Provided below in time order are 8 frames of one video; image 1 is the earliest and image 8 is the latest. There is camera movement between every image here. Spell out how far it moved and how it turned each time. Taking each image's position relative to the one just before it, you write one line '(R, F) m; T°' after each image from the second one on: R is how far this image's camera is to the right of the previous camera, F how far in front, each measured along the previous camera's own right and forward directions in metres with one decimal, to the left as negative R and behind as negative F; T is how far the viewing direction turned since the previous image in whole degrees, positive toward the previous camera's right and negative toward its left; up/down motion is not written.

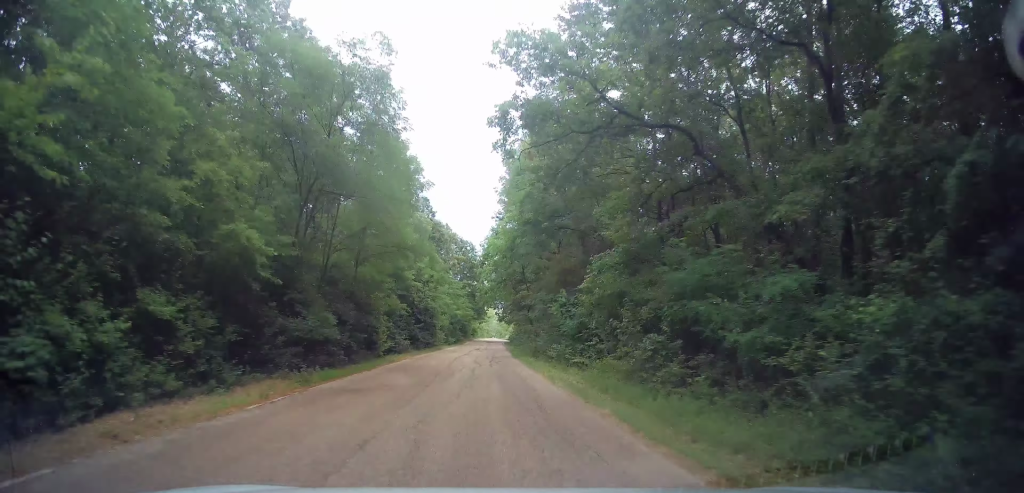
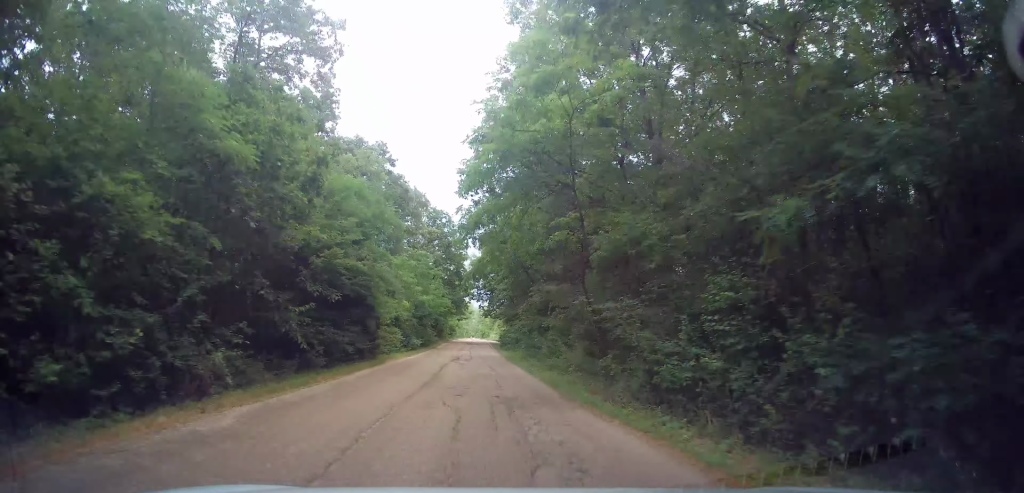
(0.0, +21.3) m; 0°
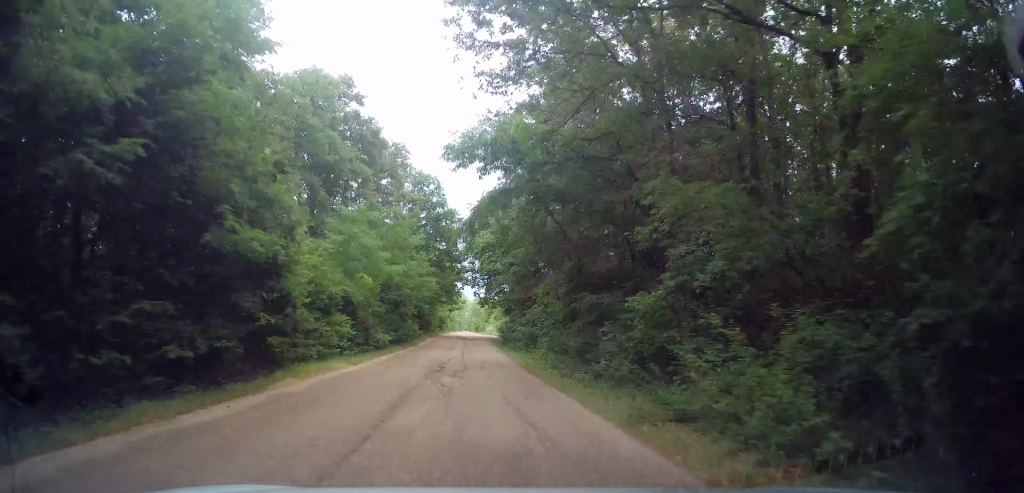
(0.0, +12.6) m; 0°
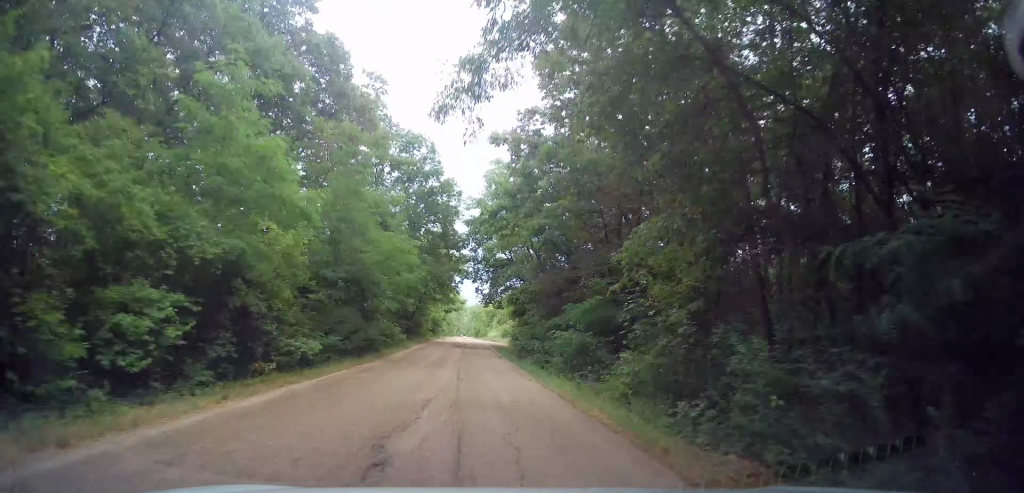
(0.0, +12.6) m; +1°
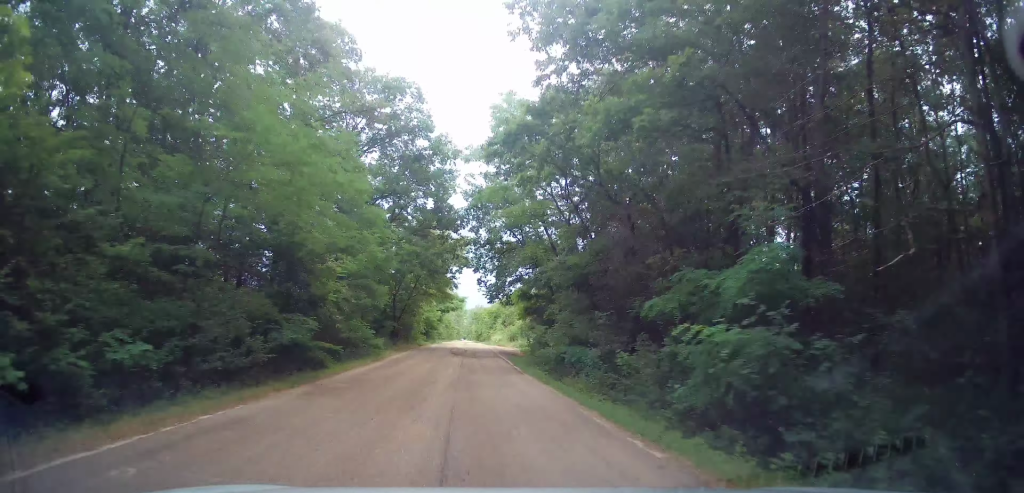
(+0.1, +10.2) m; +1°
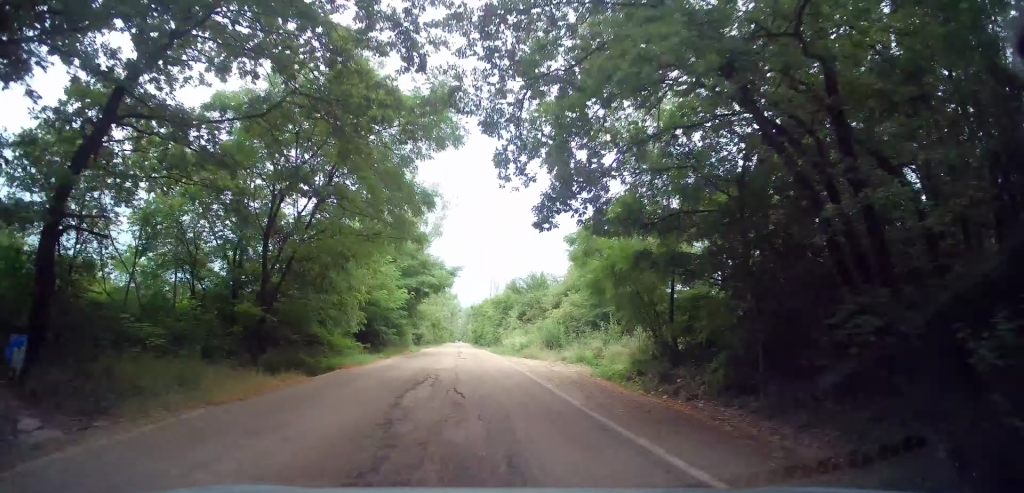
(+0.5, +27.9) m; 0°
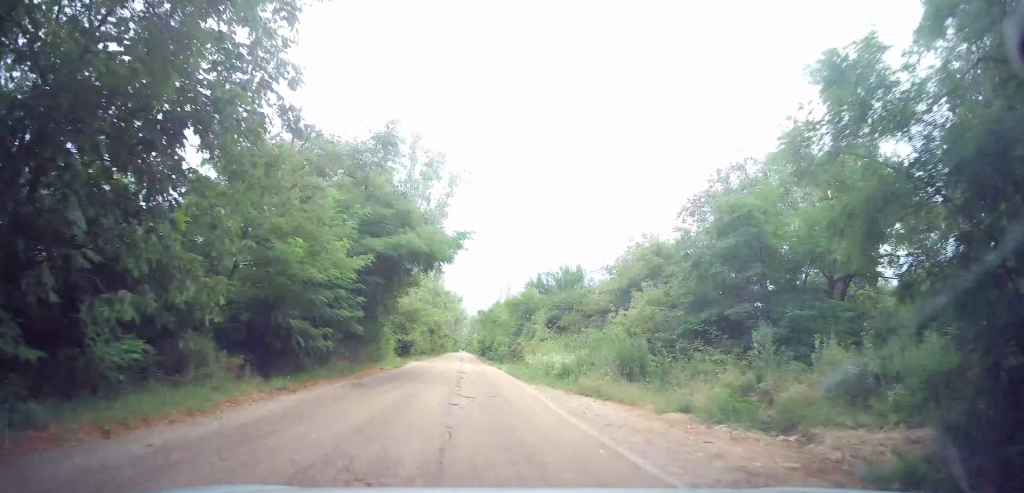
(-0.2, +13.4) m; 0°
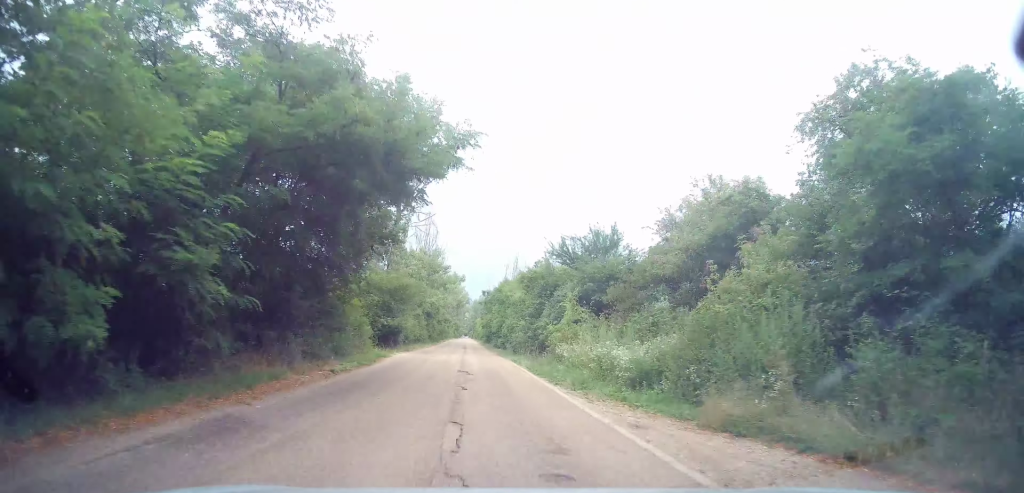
(-0.2, +8.5) m; 0°
